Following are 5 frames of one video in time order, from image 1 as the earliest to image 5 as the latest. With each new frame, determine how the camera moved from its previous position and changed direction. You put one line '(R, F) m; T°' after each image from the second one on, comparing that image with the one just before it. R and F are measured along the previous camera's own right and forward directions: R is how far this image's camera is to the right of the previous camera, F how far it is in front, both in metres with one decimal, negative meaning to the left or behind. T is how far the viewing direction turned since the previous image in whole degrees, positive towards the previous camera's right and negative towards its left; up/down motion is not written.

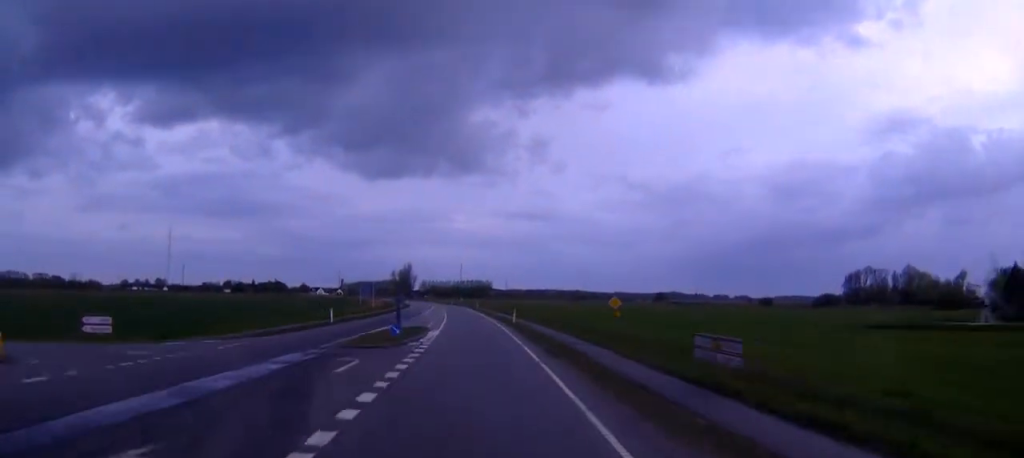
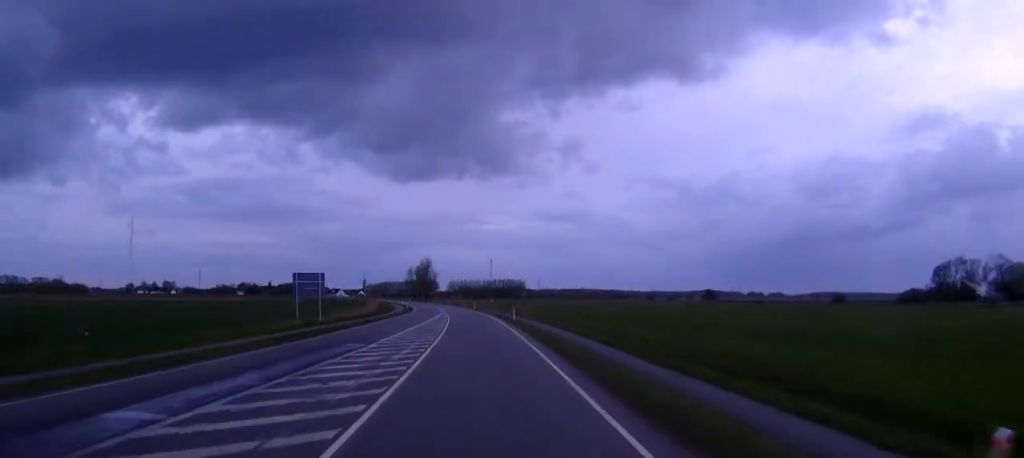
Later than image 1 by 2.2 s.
(-0.9, +46.3) m; -3°
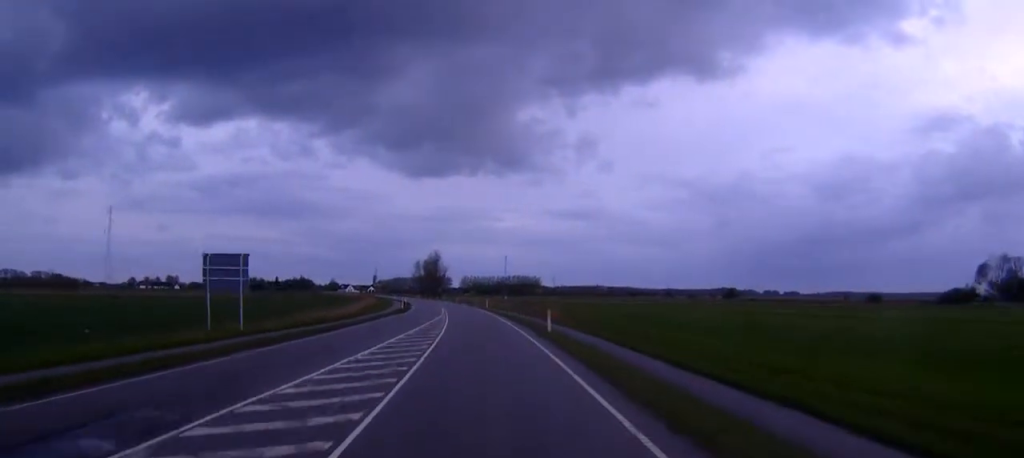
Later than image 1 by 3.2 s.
(-0.3, +19.4) m; -1°
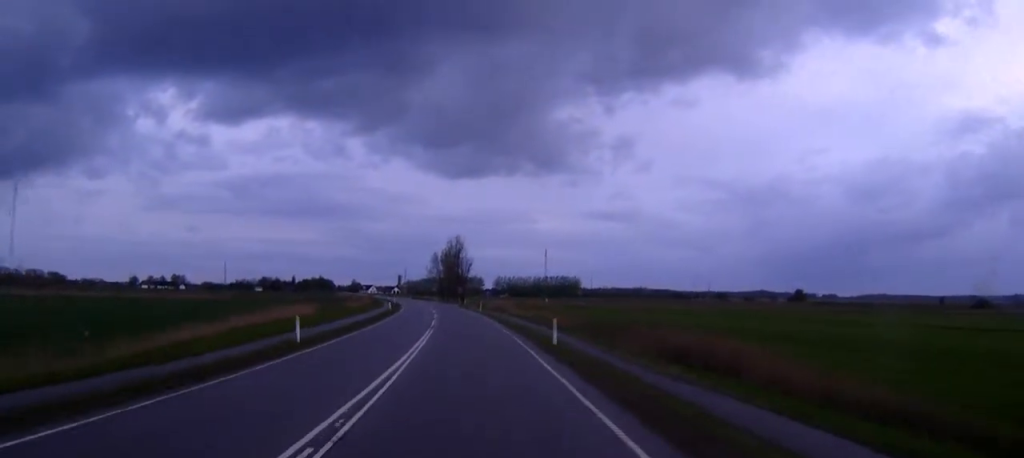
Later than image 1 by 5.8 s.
(-1.2, +50.0) m; -3°
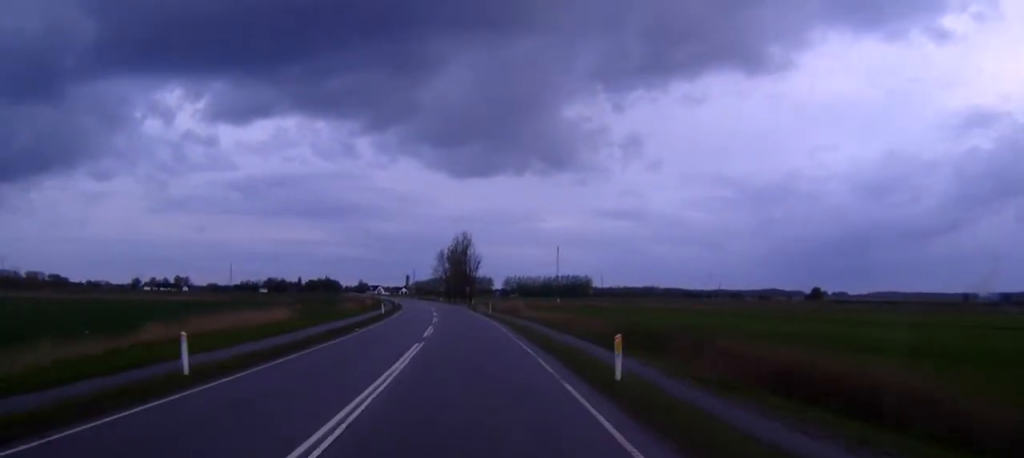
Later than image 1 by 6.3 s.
(-0.1, +11.6) m; -1°
